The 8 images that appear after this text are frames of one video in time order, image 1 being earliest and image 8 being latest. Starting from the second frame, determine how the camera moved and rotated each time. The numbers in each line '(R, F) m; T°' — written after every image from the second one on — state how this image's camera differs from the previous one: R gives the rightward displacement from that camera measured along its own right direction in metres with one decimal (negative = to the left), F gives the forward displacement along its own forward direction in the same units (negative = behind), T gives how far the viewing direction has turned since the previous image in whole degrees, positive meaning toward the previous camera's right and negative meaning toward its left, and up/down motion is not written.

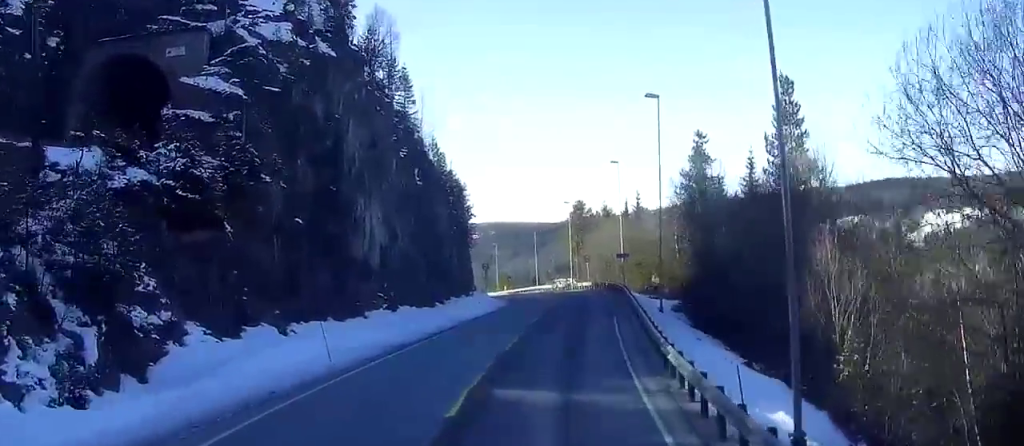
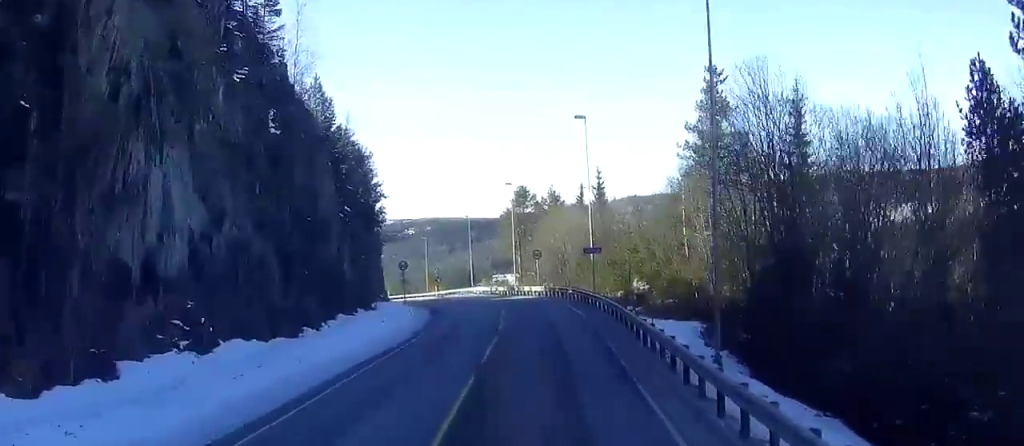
(+0.8, +26.8) m; +3°
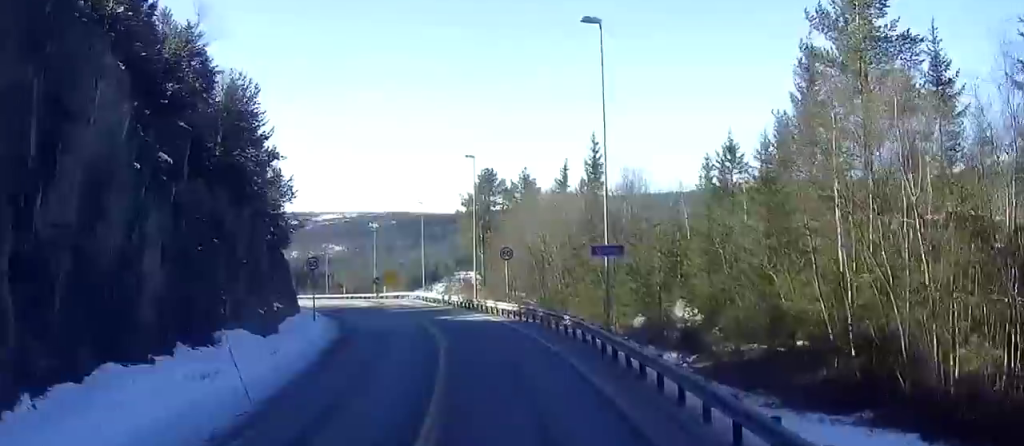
(+0.7, +26.3) m; 0°
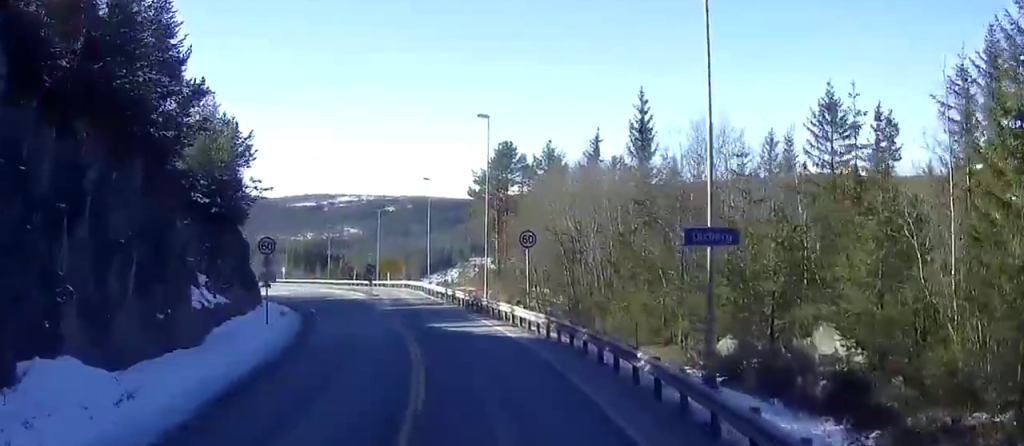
(-0.6, +15.2) m; -3°
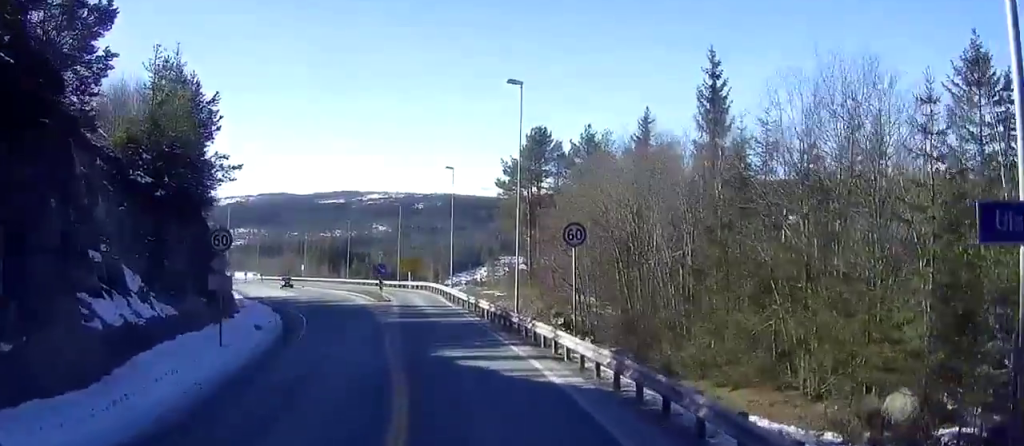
(-0.2, +11.6) m; -4°
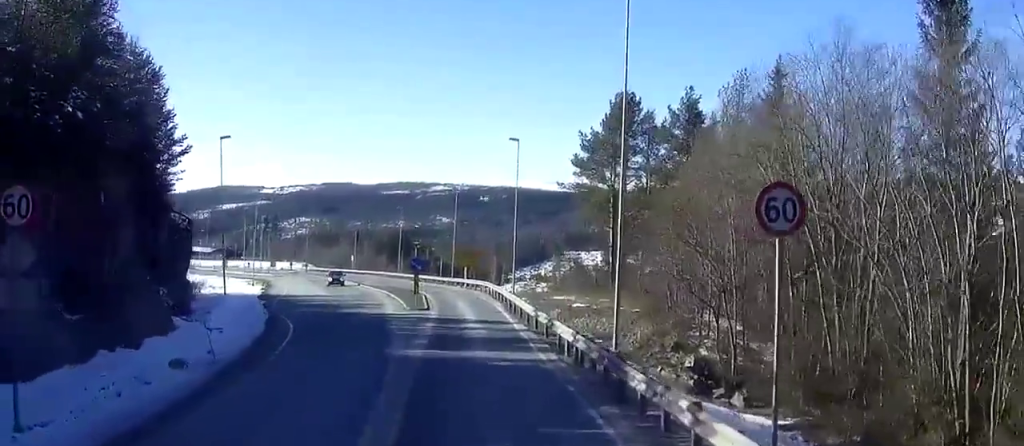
(-1.0, +17.9) m; -7°
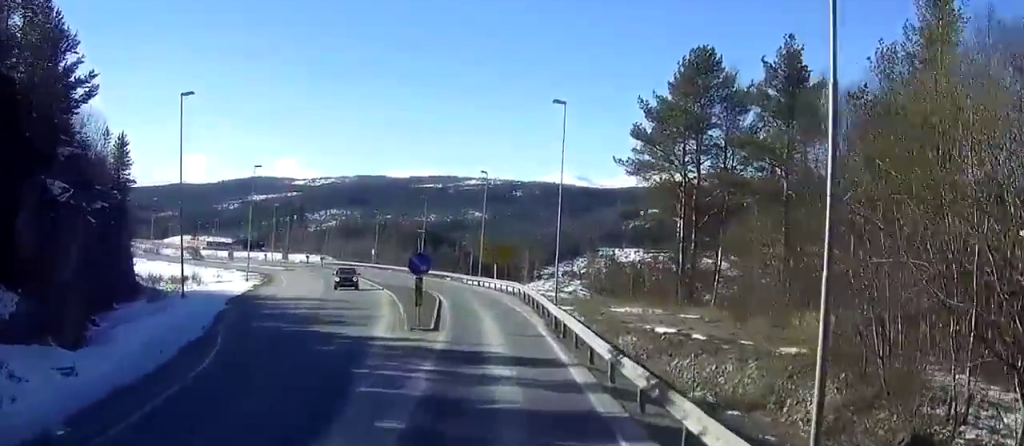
(-1.0, +16.4) m; -3°
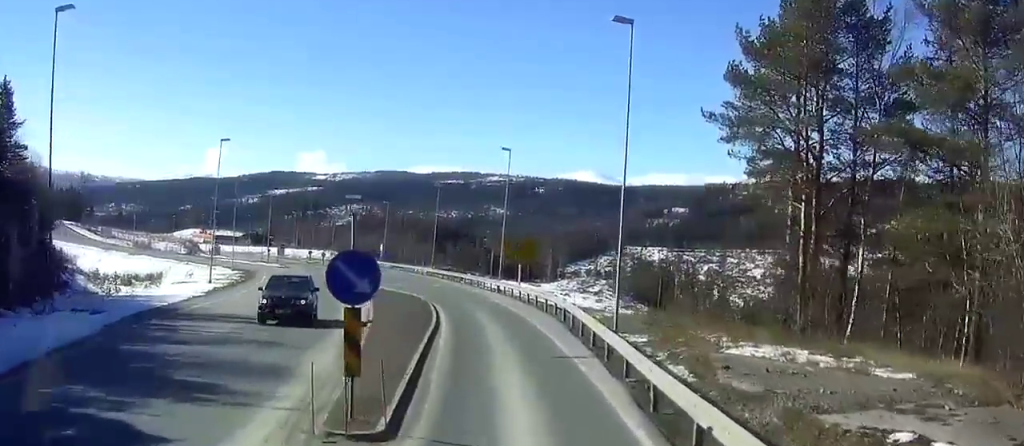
(0.0, +19.5) m; 0°
